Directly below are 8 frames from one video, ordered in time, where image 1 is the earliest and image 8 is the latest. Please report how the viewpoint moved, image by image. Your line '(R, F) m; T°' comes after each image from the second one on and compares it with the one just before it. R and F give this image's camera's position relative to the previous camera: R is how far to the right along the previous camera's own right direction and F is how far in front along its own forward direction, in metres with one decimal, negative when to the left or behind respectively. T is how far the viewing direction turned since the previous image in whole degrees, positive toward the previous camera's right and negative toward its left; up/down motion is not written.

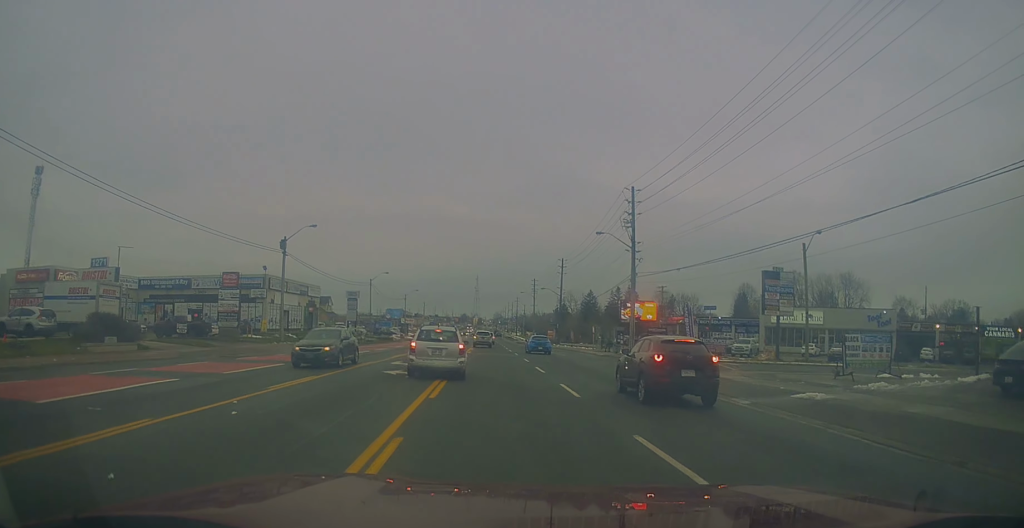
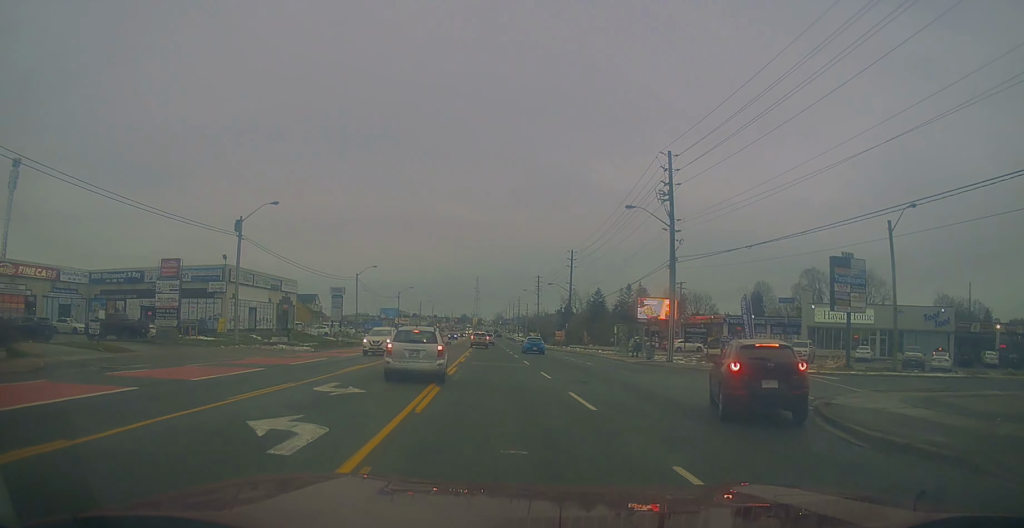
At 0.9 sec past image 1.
(0.0, +11.0) m; -1°
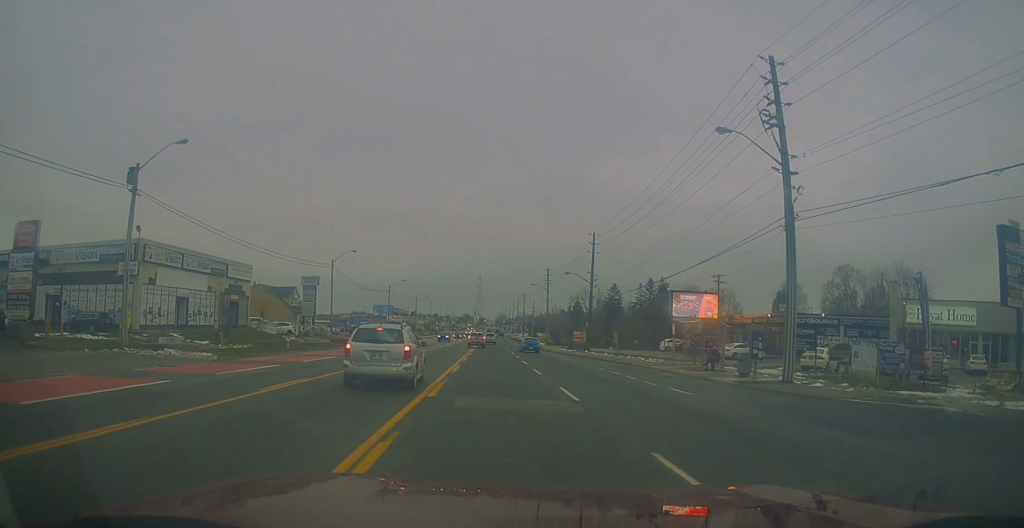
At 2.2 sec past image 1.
(-0.1, +16.4) m; -1°
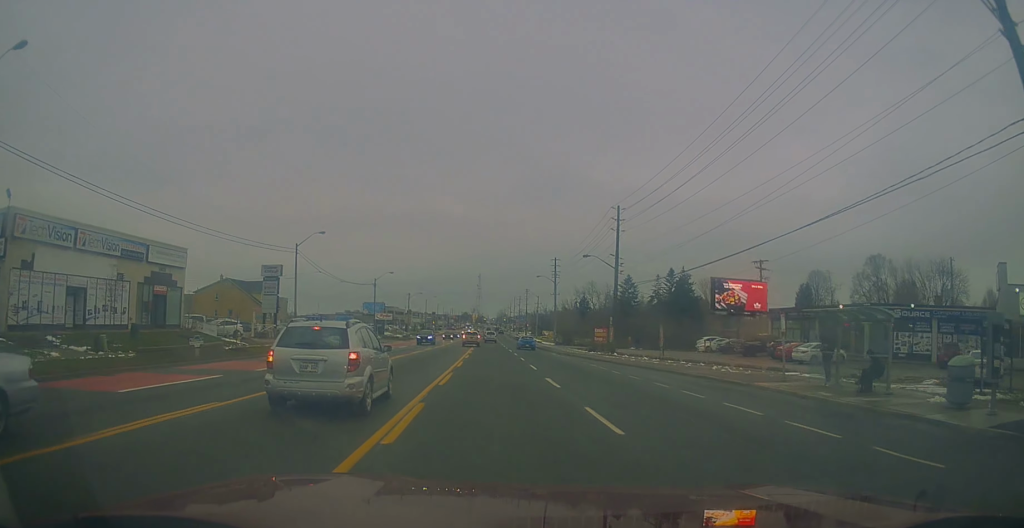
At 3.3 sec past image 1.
(-0.4, +14.5) m; -1°
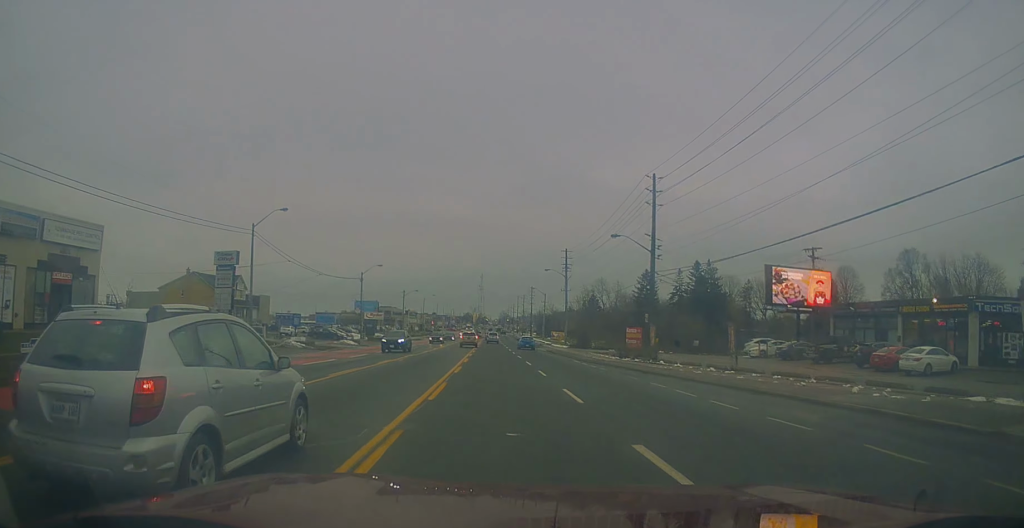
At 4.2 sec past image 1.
(+0.2, +12.6) m; 0°
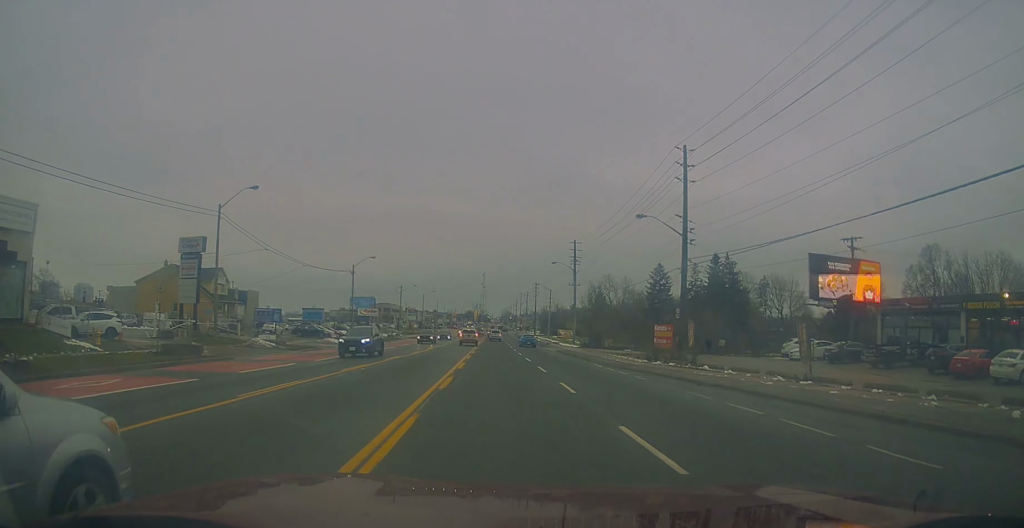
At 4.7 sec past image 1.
(0.0, +7.2) m; 0°
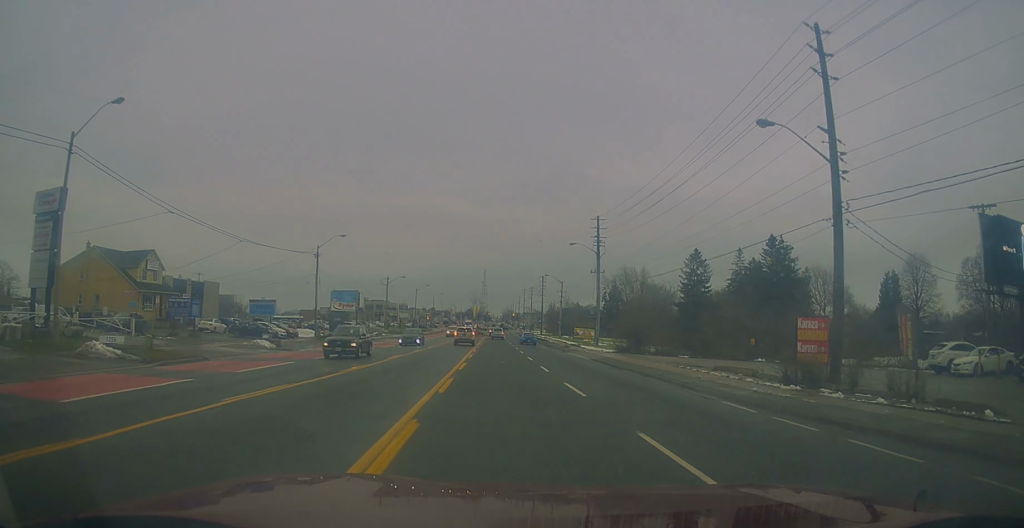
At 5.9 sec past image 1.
(0.0, +18.3) m; 0°
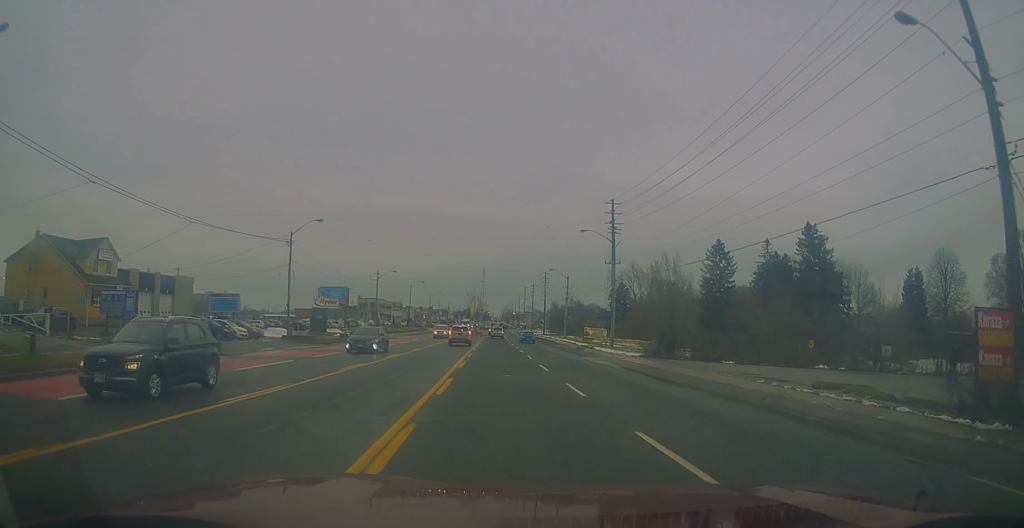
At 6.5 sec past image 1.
(+0.1, +9.0) m; 0°
